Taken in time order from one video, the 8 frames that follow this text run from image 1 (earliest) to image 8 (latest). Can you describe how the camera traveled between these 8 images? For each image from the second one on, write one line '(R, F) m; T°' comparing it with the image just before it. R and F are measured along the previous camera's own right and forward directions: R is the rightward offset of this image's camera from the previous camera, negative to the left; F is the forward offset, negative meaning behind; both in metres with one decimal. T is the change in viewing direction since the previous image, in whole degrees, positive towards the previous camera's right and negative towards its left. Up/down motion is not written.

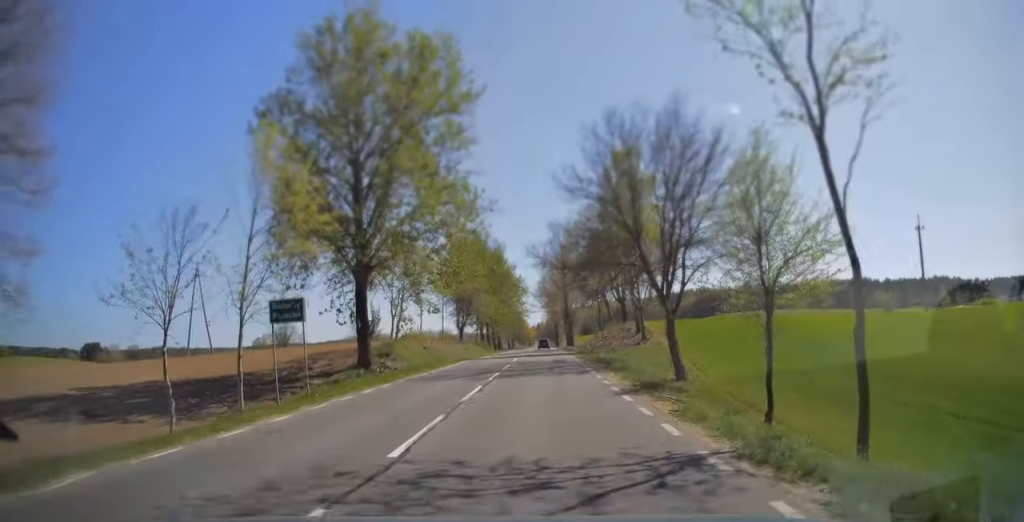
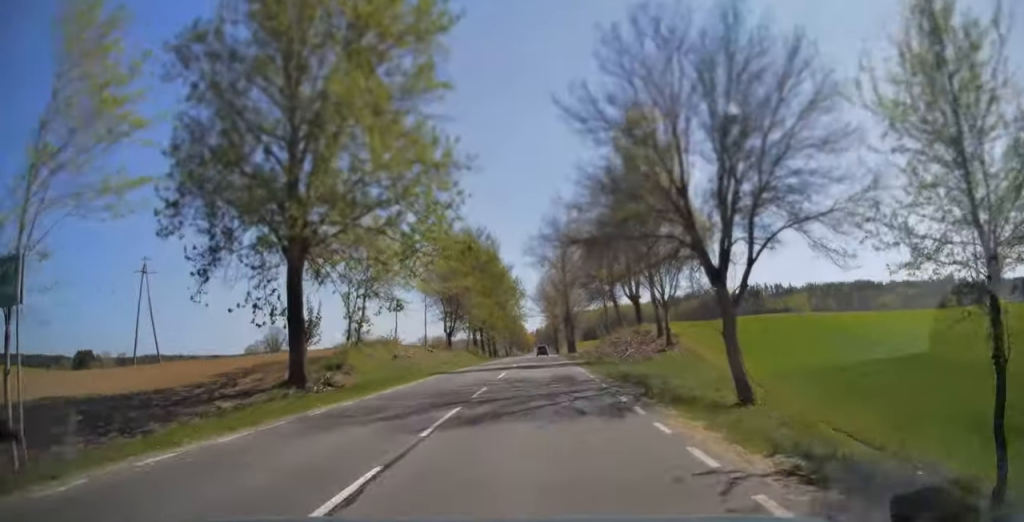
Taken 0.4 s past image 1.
(0.0, +10.6) m; 0°
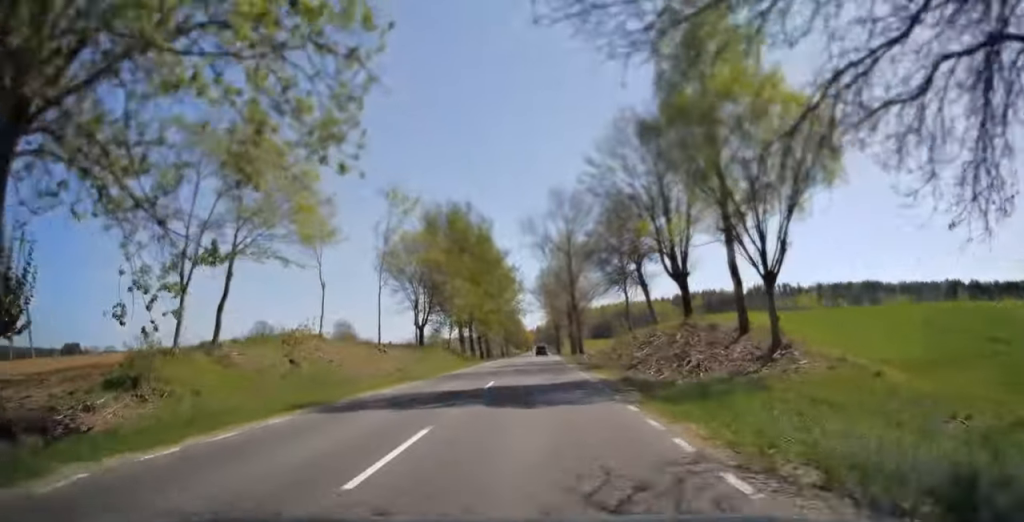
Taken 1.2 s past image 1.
(0.0, +18.7) m; 0°
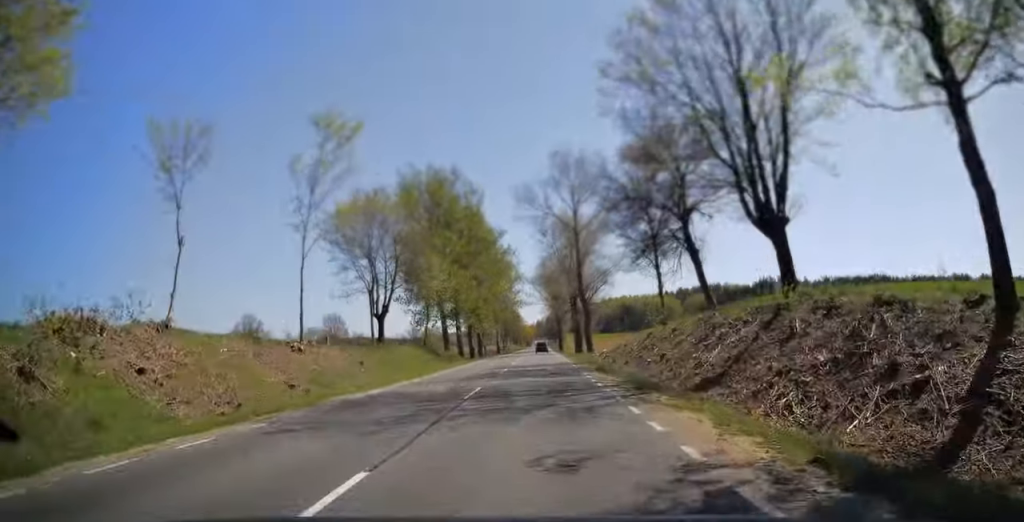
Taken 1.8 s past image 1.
(0.0, +15.8) m; 0°
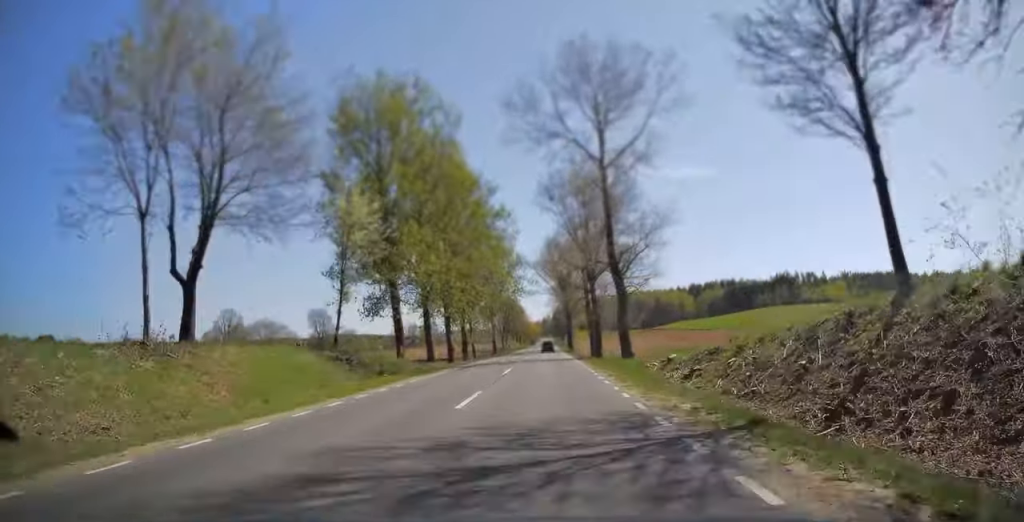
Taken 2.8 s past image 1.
(-0.1, +27.3) m; 0°
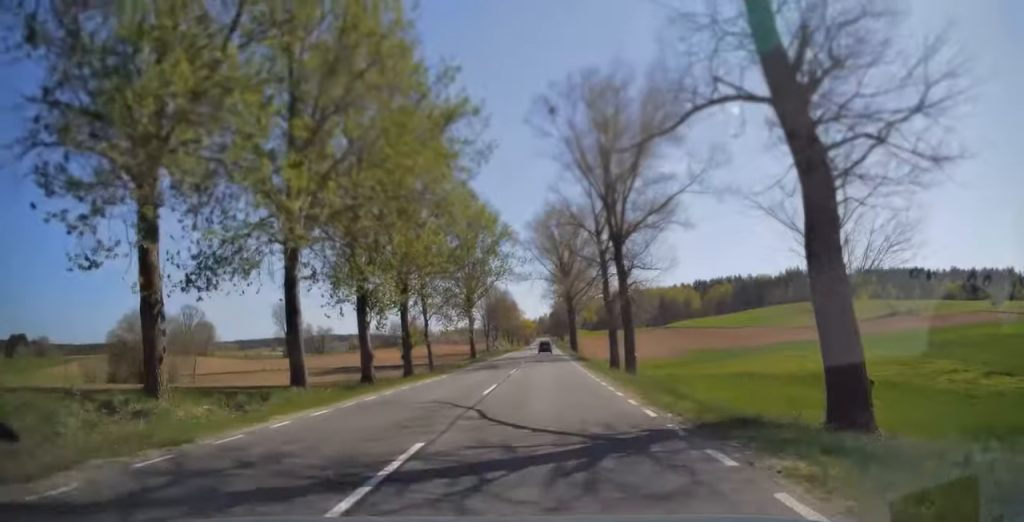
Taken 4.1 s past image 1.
(0.0, +32.3) m; 0°
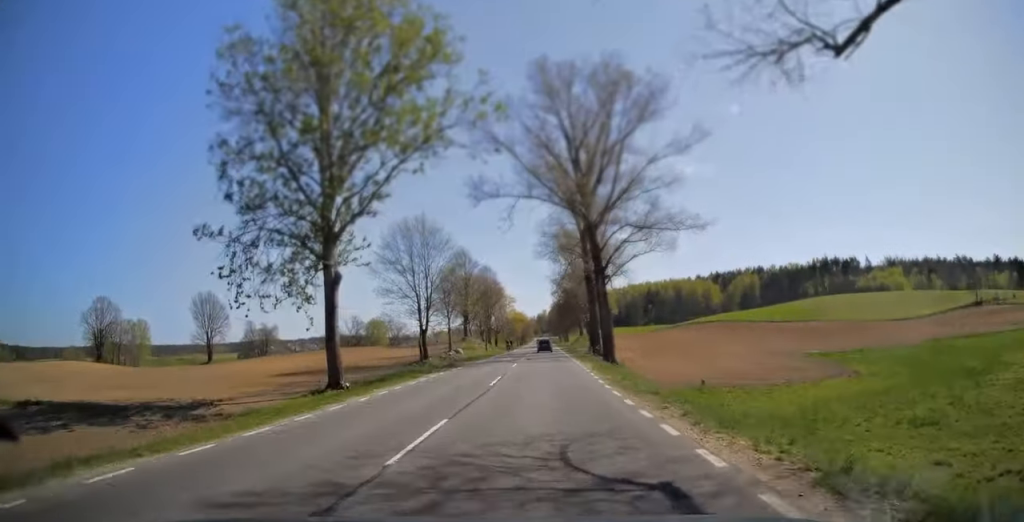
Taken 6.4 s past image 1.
(+0.2, +59.0) m; 0°
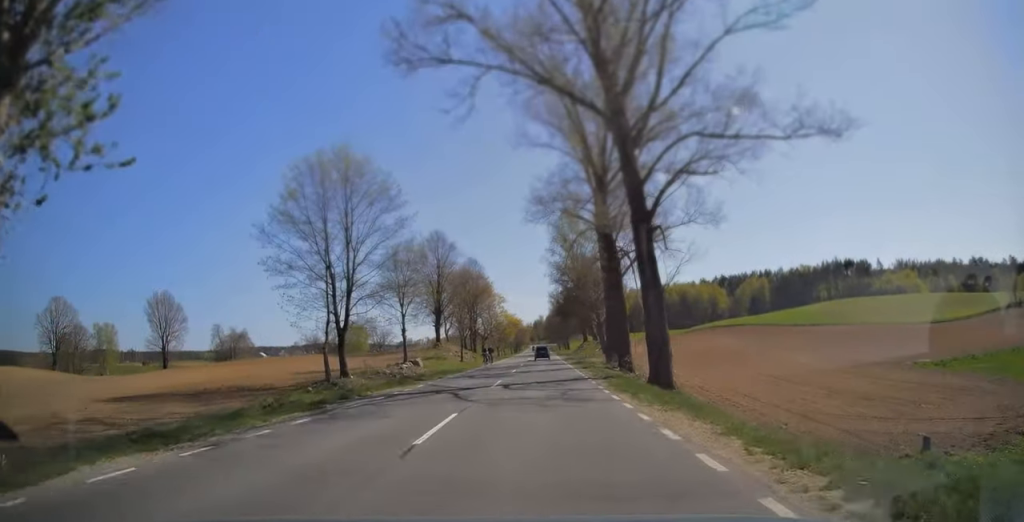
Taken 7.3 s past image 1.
(0.0, +22.7) m; 0°
